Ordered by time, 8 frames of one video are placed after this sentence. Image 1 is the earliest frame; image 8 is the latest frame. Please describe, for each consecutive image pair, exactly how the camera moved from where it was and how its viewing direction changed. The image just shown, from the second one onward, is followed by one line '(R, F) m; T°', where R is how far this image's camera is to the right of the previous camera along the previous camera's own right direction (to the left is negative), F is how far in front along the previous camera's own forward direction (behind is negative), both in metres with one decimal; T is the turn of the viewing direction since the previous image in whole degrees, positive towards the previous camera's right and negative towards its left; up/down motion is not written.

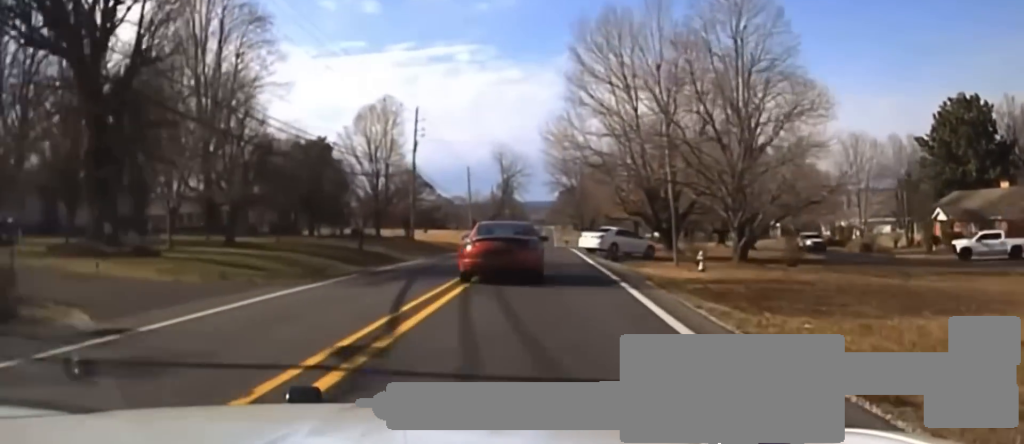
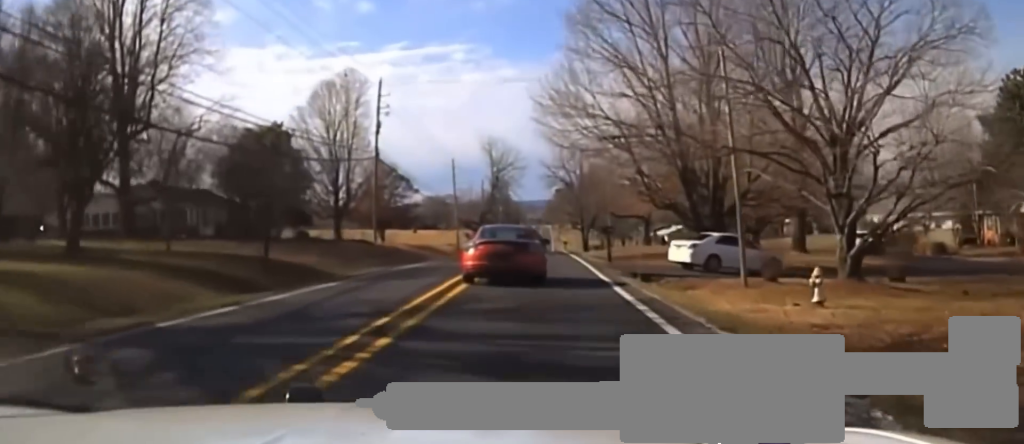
(-0.2, +17.6) m; 0°
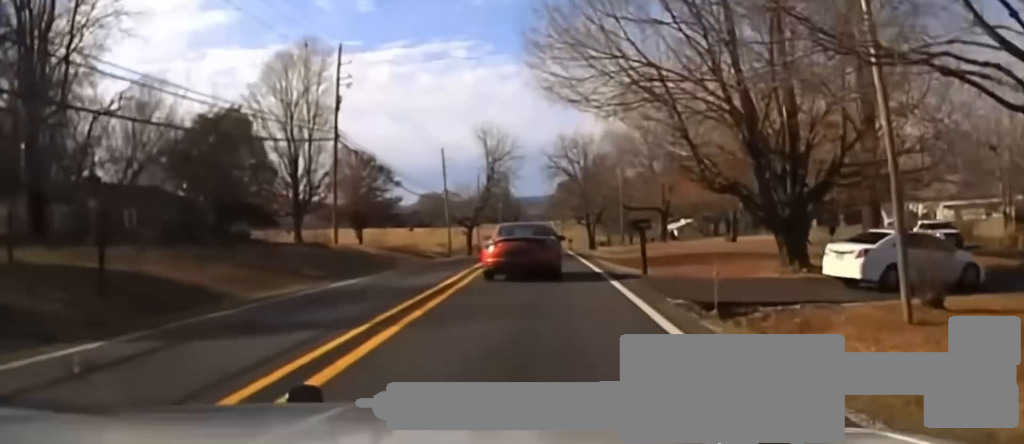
(-0.1, +14.8) m; 0°
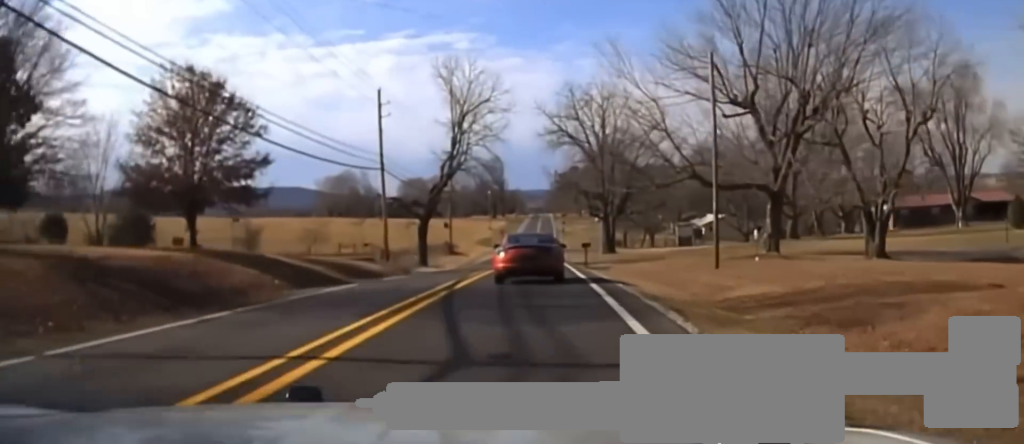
(+0.4, +40.2) m; +1°
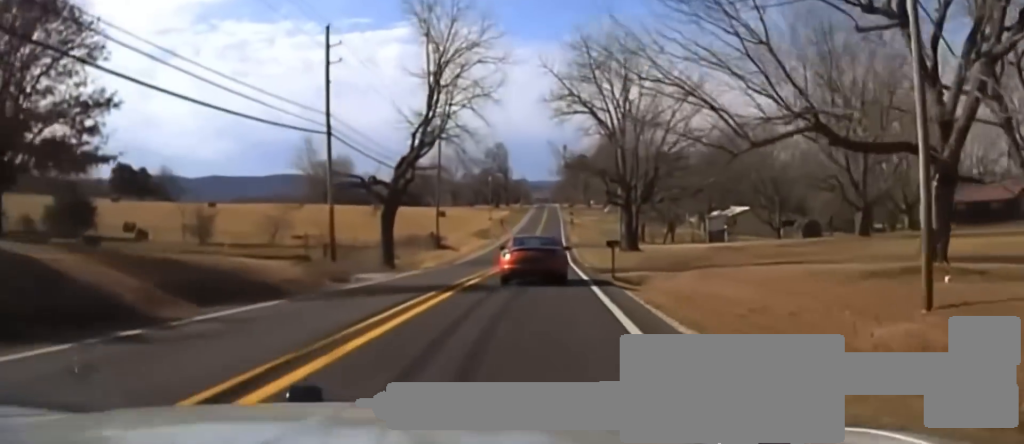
(0.0, +16.1) m; -1°
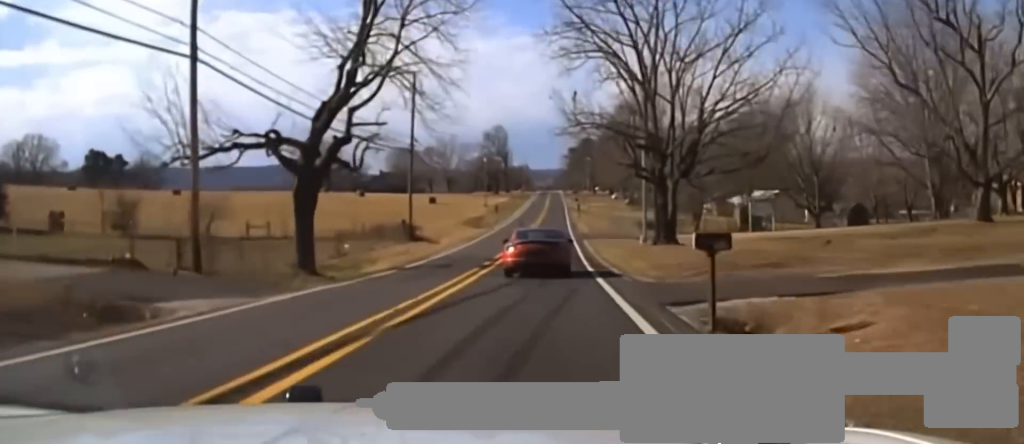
(-0.1, +17.4) m; 0°
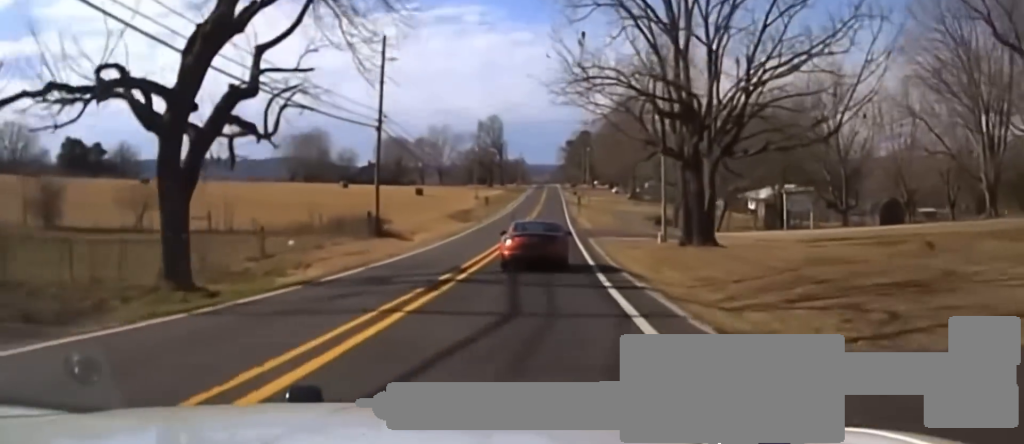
(-0.2, +11.6) m; 0°
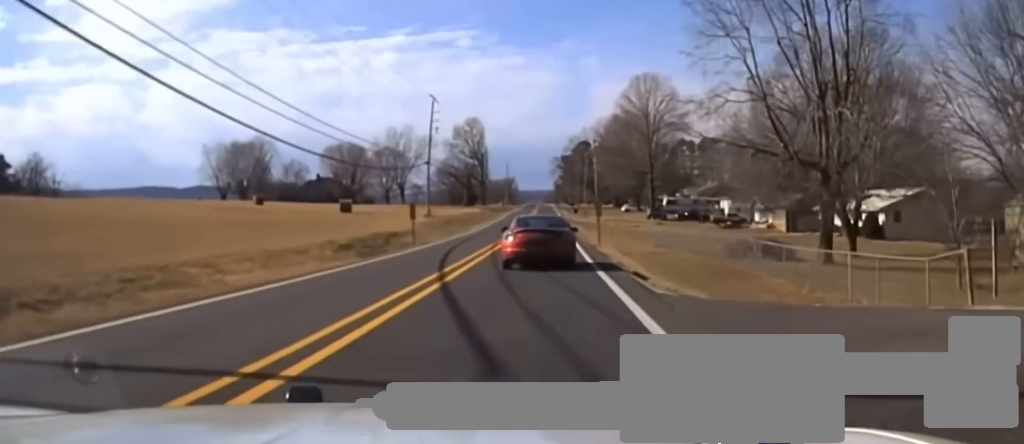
(+0.6, +48.8) m; +1°
